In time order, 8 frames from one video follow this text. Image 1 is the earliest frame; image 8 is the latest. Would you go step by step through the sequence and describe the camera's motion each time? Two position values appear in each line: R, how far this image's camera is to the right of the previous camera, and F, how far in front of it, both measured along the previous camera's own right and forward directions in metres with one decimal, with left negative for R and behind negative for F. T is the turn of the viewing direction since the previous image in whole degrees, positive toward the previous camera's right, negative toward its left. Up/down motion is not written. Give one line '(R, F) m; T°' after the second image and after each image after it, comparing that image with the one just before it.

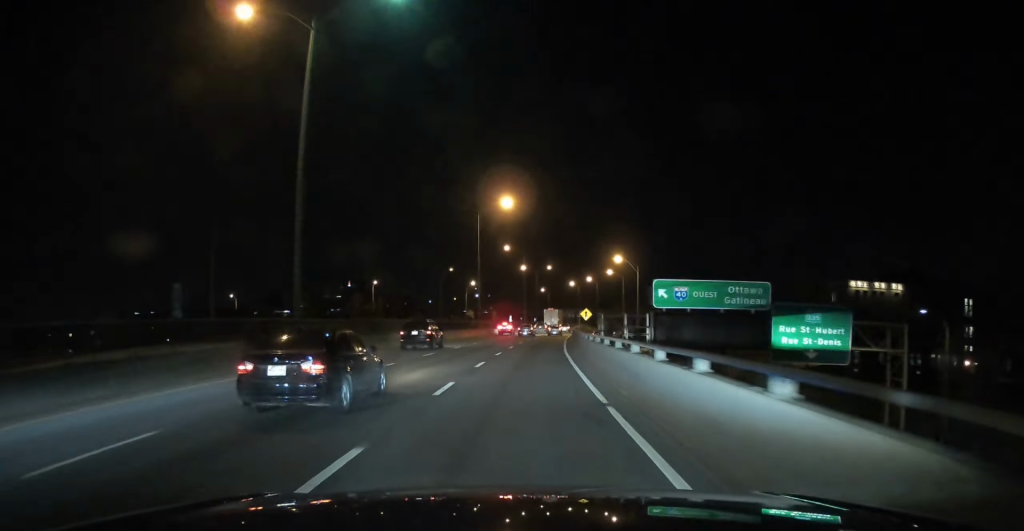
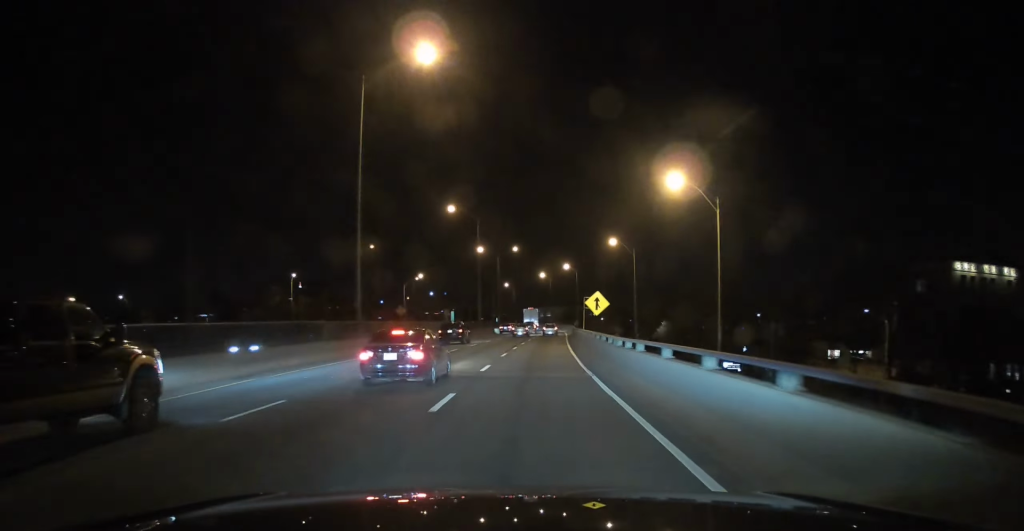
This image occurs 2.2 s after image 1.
(+1.5, +47.3) m; +3°
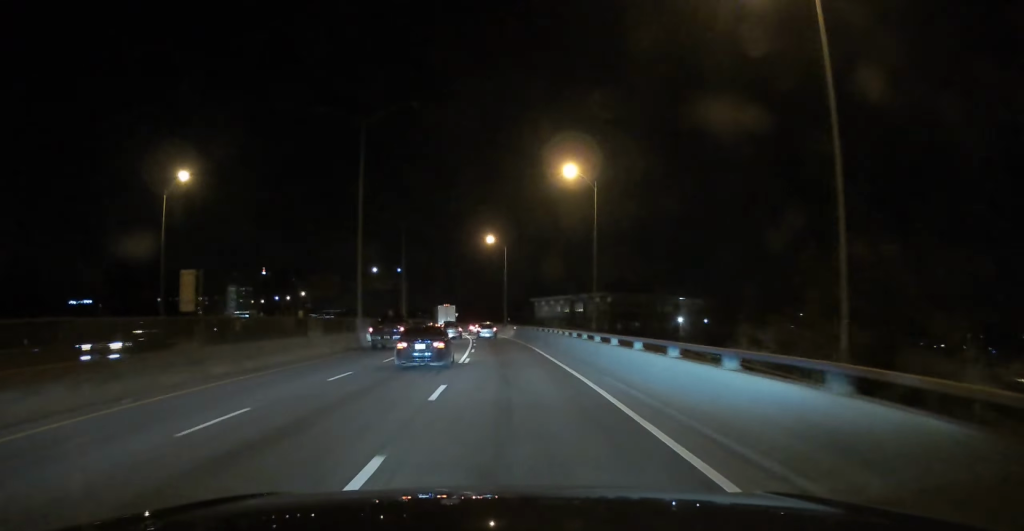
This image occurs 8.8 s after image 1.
(-2.6, +136.1) m; -6°
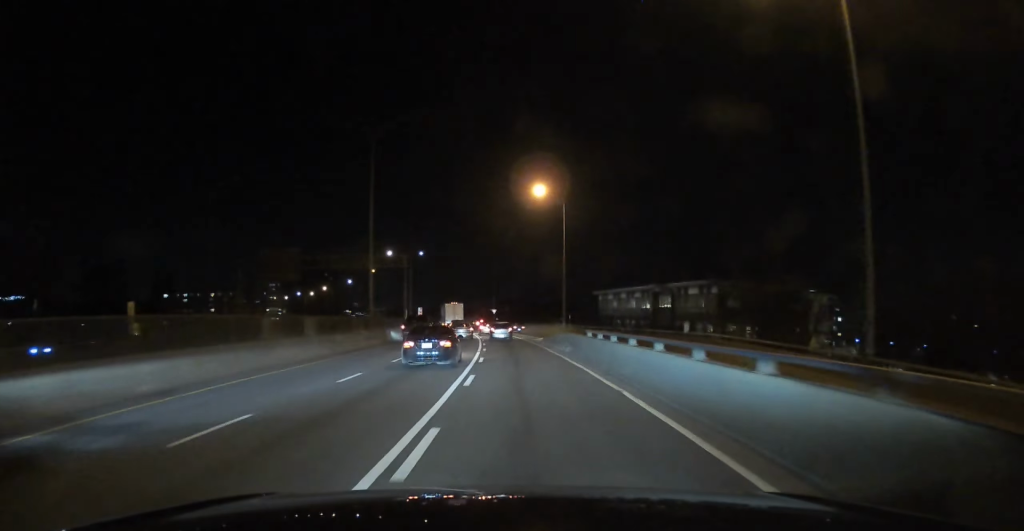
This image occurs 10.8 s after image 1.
(-1.3, +41.0) m; -4°
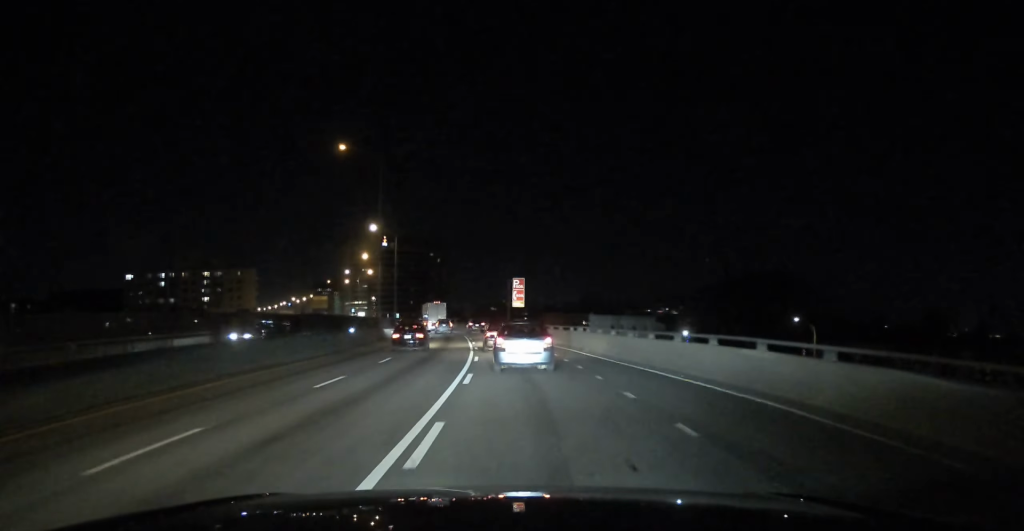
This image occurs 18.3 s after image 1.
(-13.8, +130.3) m; -12°
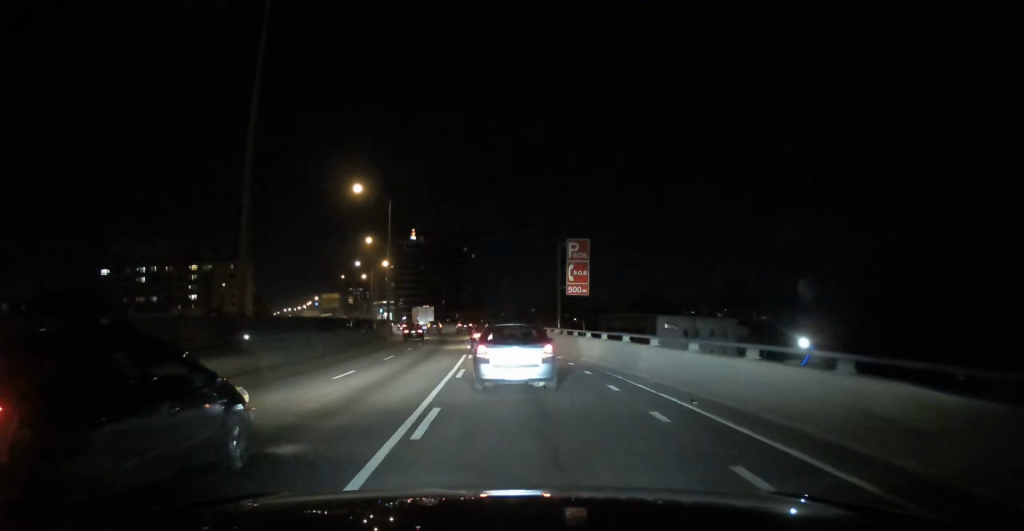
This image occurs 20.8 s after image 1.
(-1.3, +41.2) m; -5°
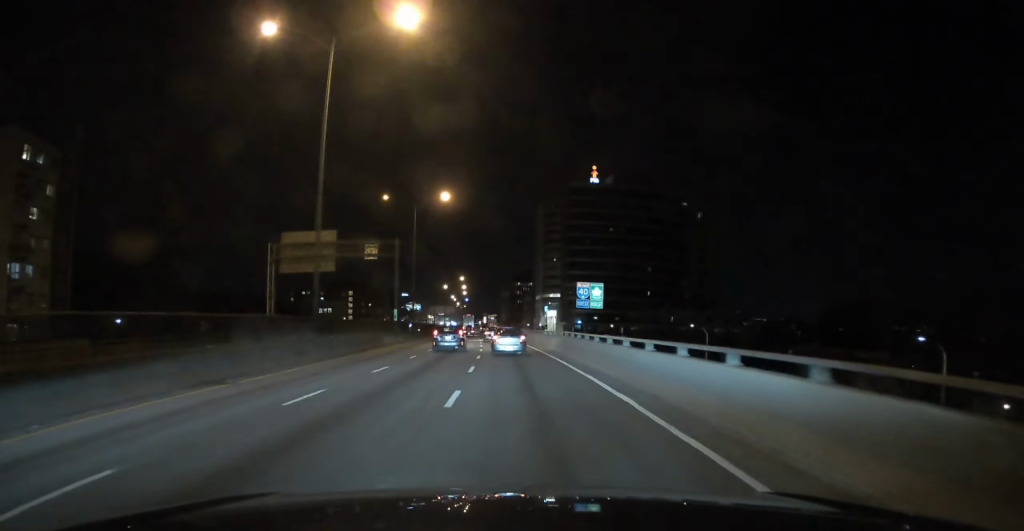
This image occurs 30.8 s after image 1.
(-25.6, +160.8) m; -15°
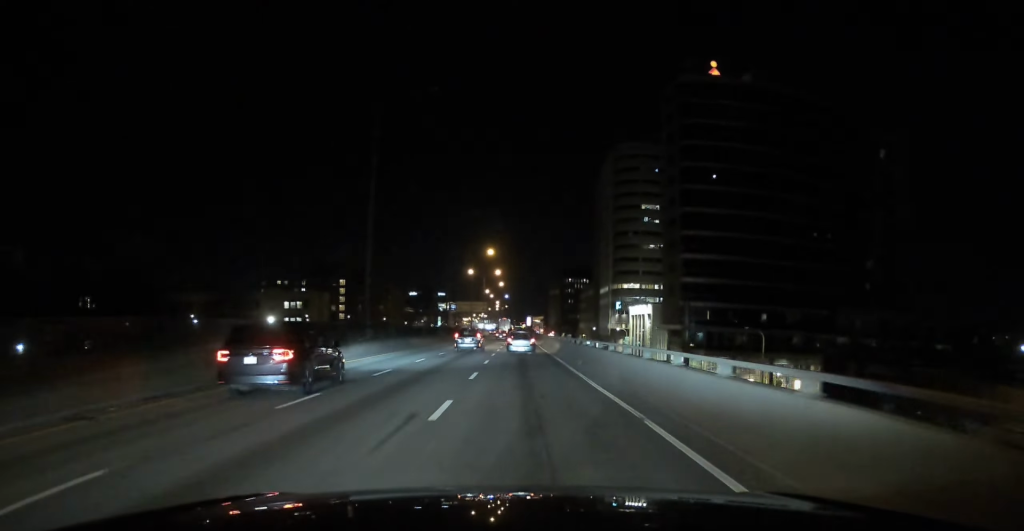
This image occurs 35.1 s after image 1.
(-2.8, +80.0) m; -2°
